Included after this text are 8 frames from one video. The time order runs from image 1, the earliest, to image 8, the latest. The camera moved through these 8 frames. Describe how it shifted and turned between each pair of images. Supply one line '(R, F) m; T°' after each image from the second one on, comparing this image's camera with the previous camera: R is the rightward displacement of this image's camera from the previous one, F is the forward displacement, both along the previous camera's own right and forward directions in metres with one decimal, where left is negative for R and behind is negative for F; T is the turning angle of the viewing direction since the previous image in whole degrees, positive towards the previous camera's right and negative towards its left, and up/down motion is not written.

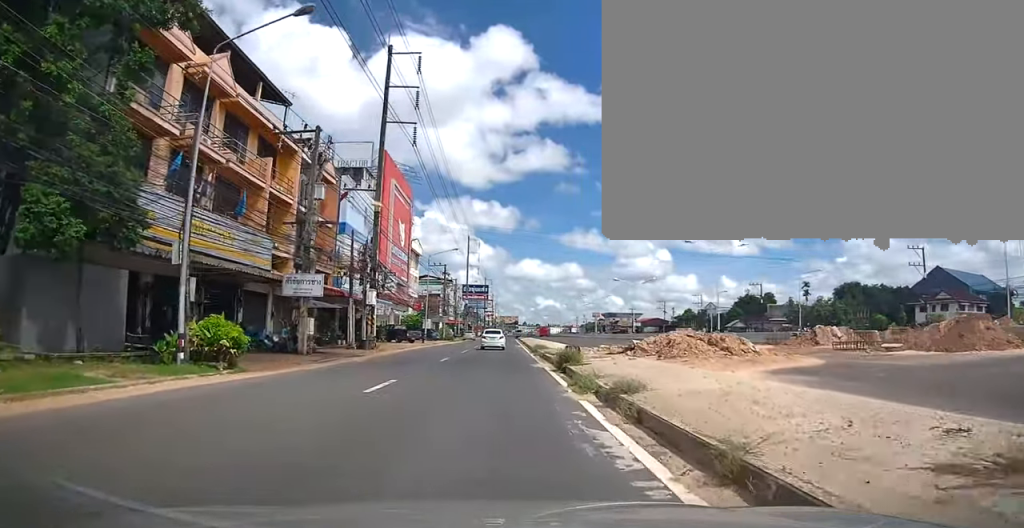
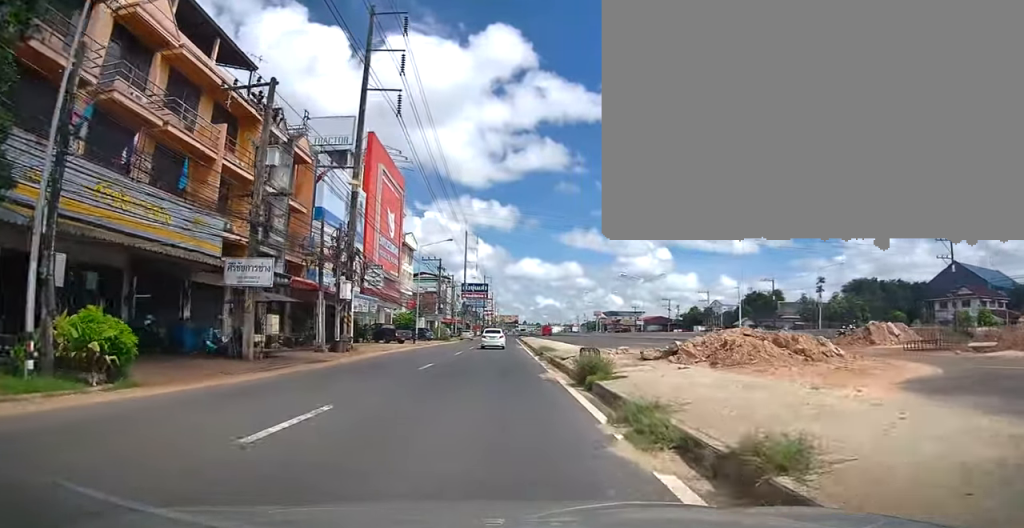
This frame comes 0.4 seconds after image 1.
(0.0, +5.2) m; 0°
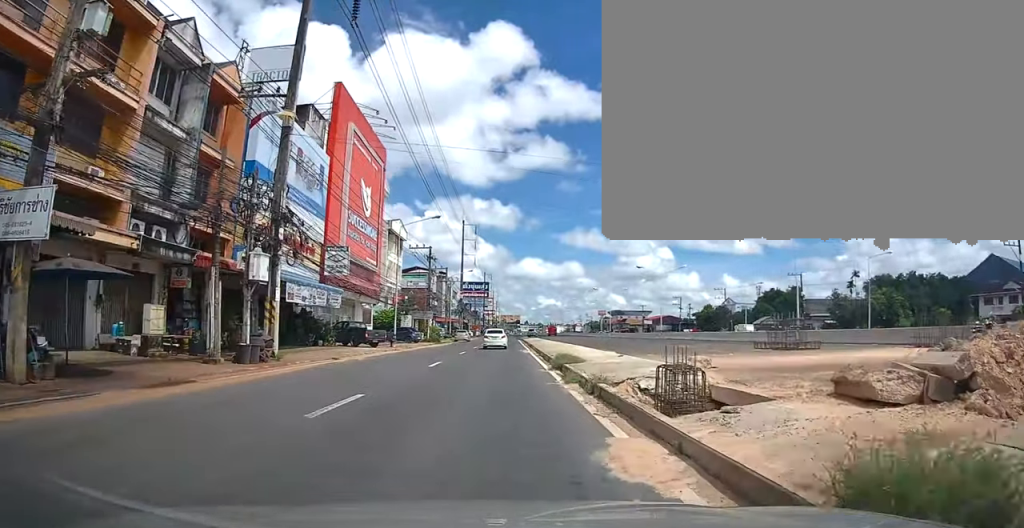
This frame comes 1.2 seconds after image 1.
(0.0, +10.4) m; +3°
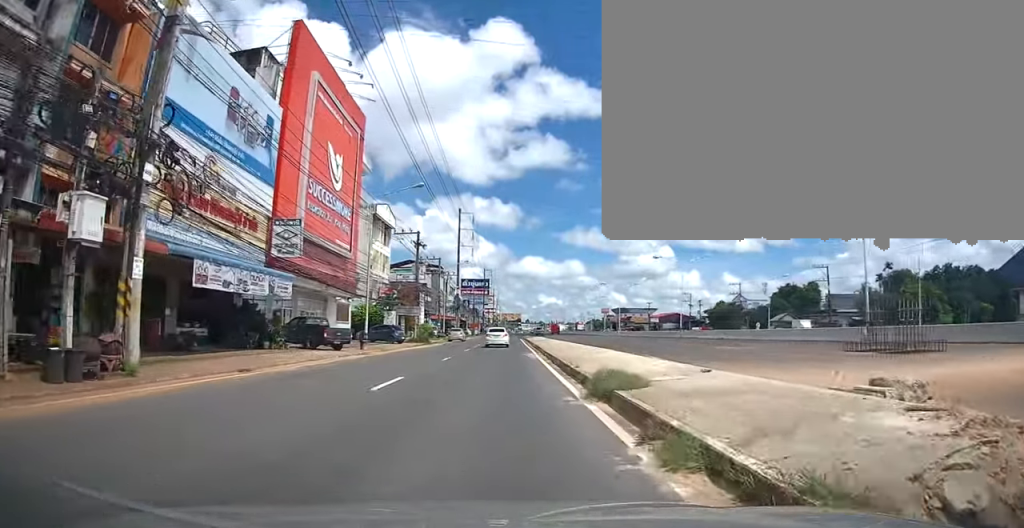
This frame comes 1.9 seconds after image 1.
(+0.4, +8.3) m; 0°
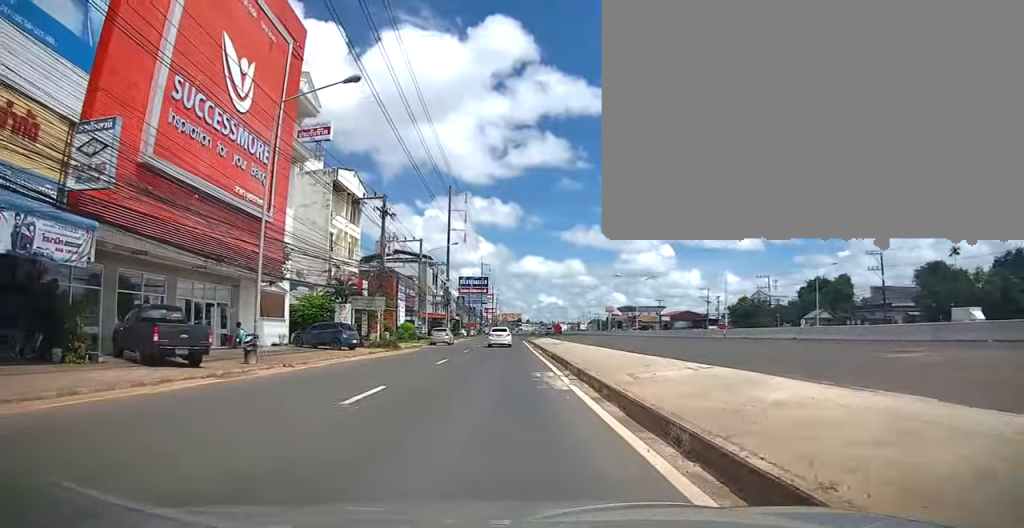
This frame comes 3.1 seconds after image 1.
(-0.2, +14.1) m; -3°
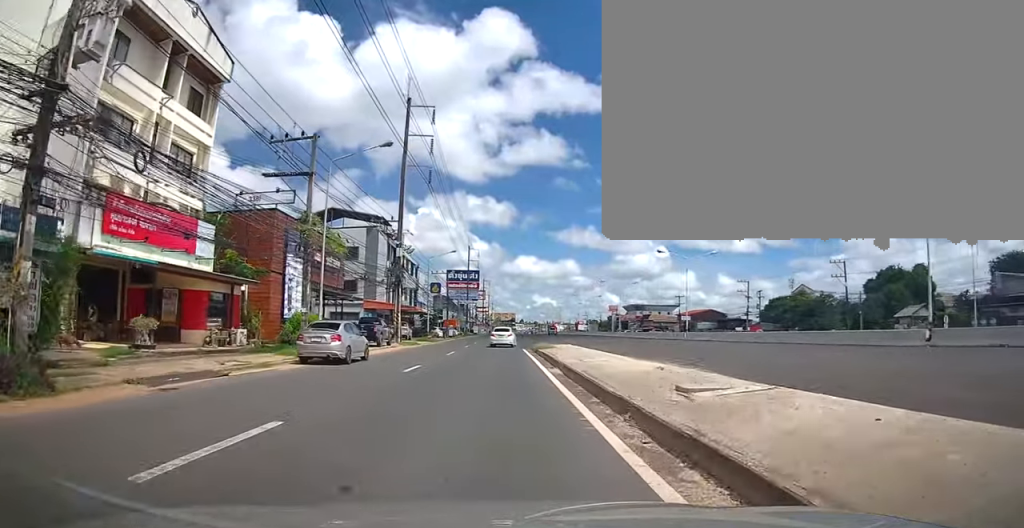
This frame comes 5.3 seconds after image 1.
(-0.5, +28.5) m; +2°
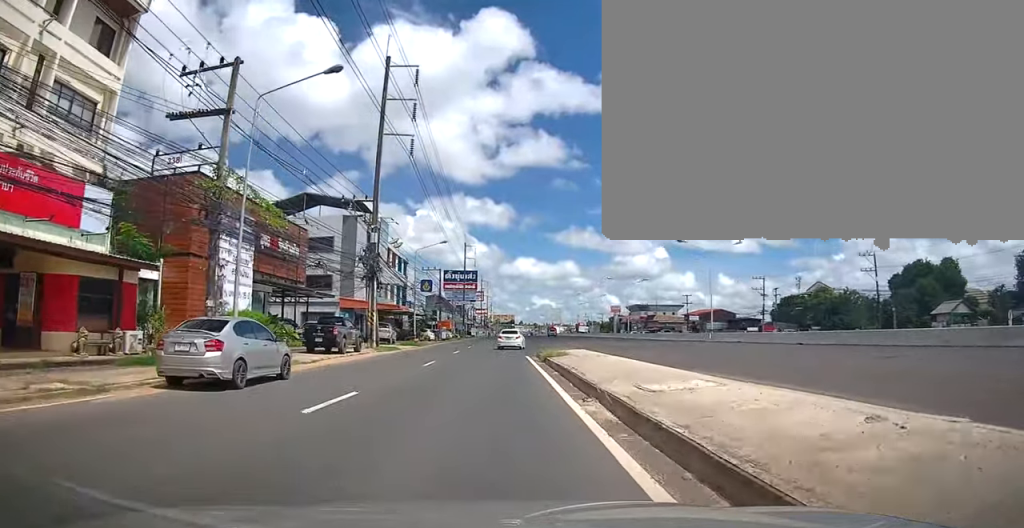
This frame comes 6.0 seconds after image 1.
(+0.5, +7.9) m; 0°
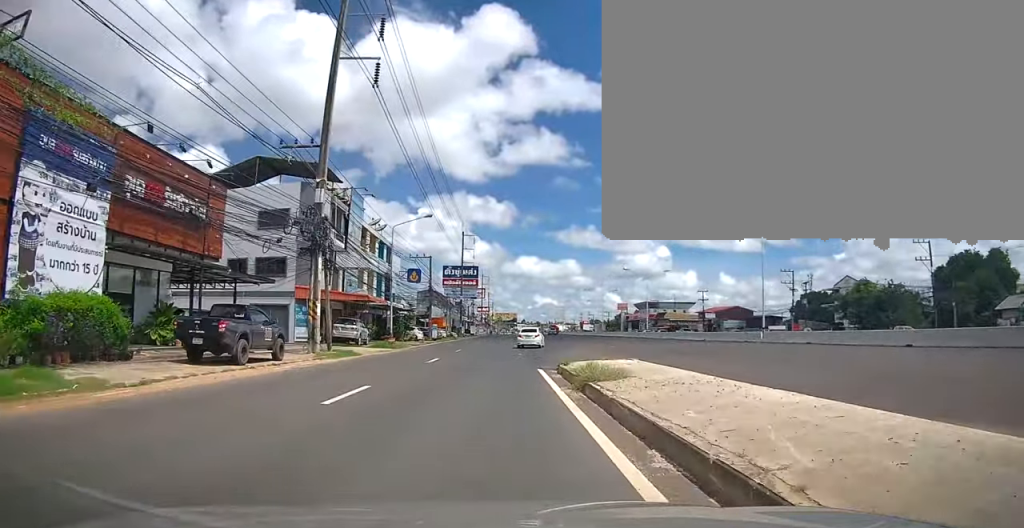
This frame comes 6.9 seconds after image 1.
(0.0, +11.0) m; -2°
